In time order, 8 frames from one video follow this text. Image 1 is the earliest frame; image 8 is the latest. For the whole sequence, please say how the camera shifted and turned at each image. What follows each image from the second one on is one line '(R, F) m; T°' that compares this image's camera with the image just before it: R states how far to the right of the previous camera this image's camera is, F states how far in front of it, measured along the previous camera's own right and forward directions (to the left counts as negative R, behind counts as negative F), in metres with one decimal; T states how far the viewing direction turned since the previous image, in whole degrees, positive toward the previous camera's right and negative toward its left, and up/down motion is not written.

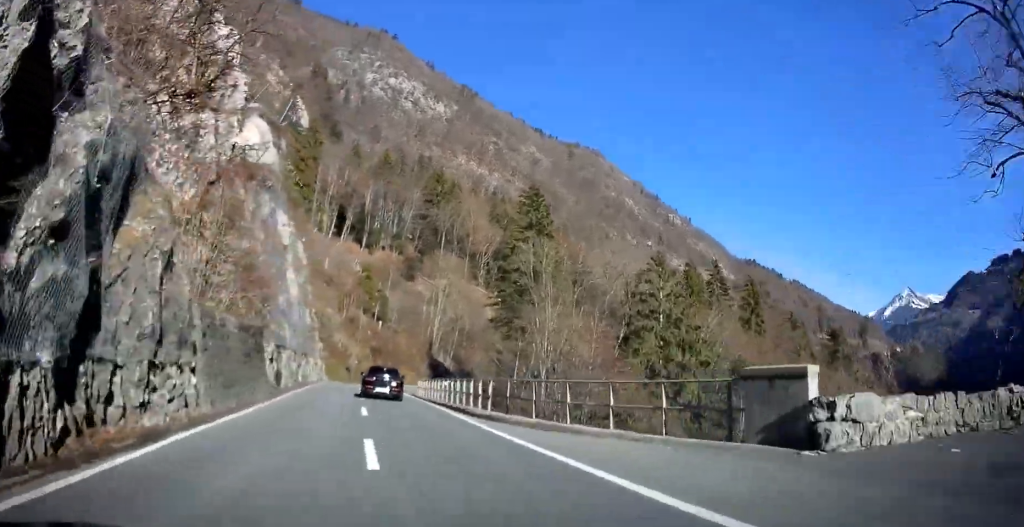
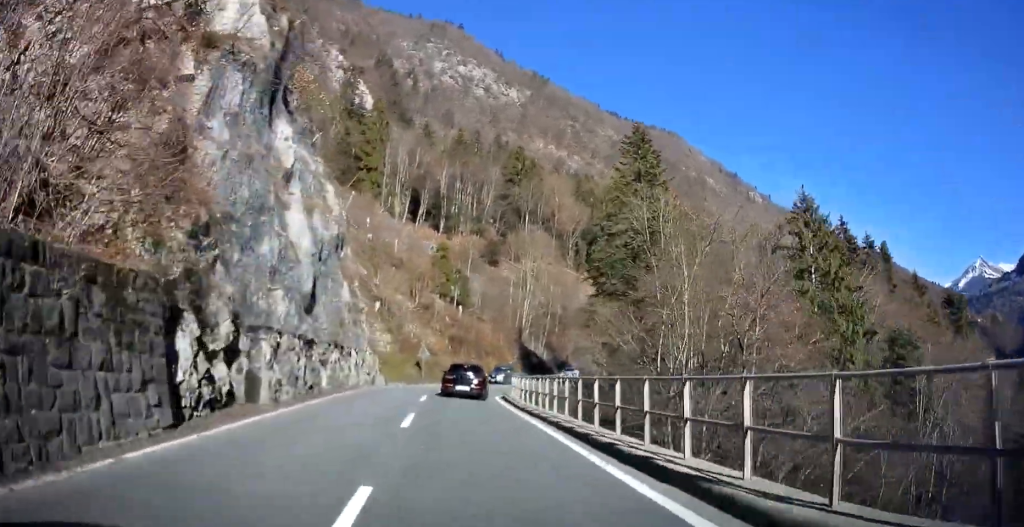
(-1.1, +12.7) m; -7°
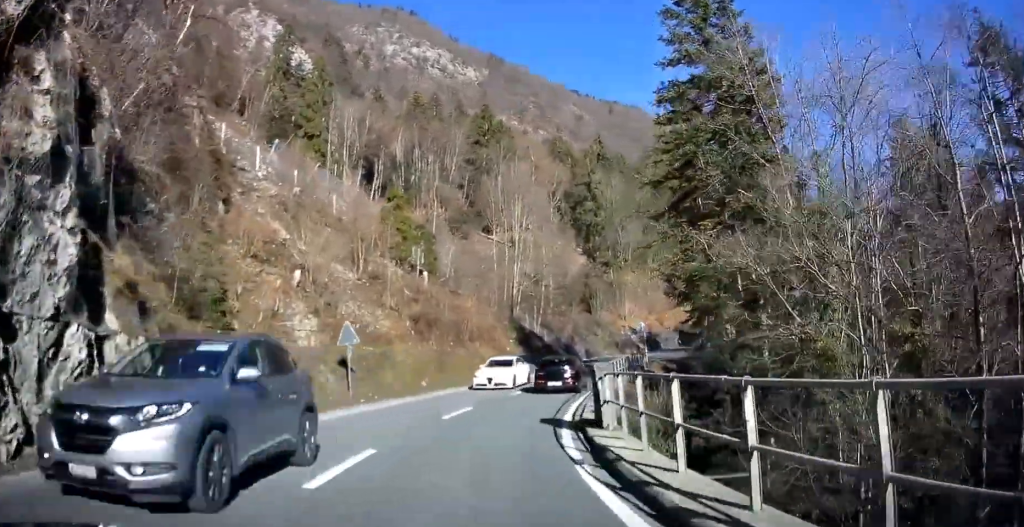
(-0.6, +23.5) m; +2°
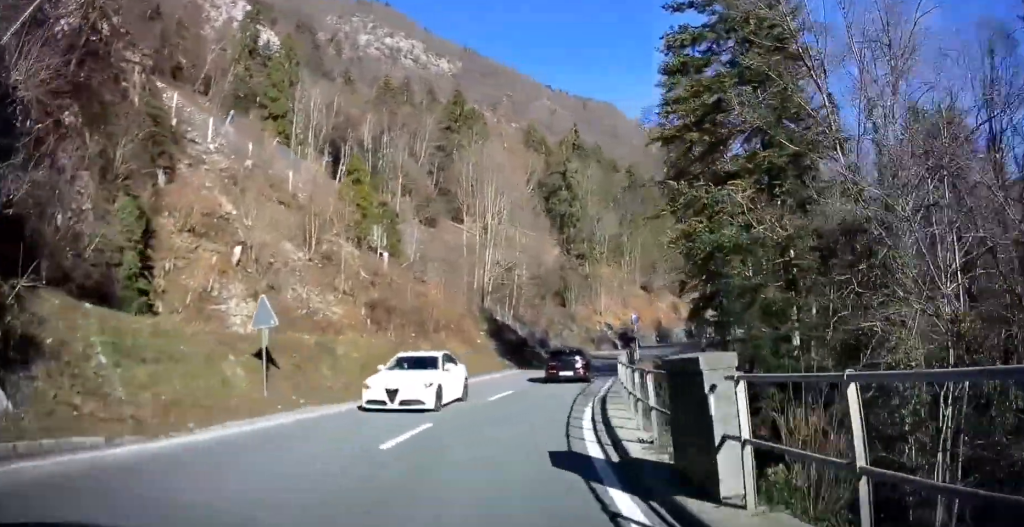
(0.0, +5.9) m; +2°
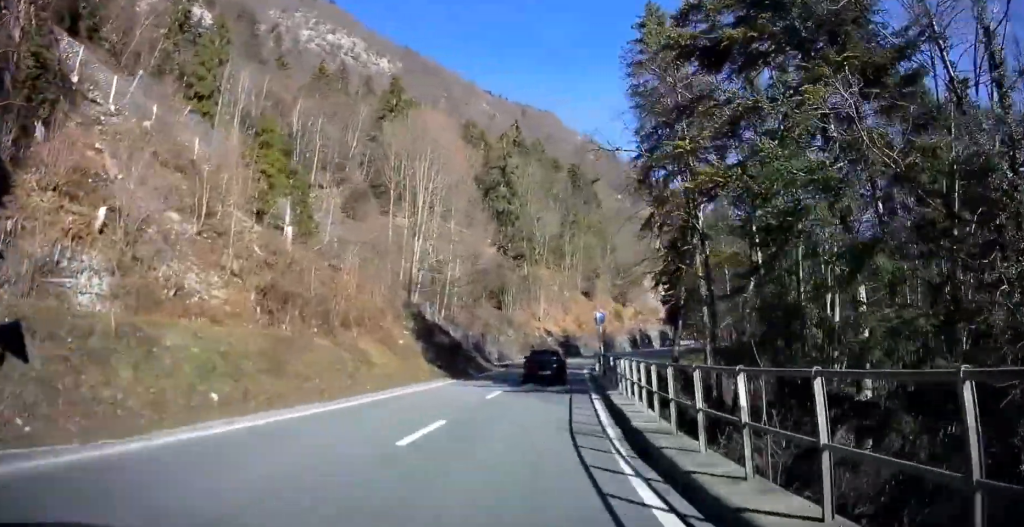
(+0.4, +8.9) m; +4°
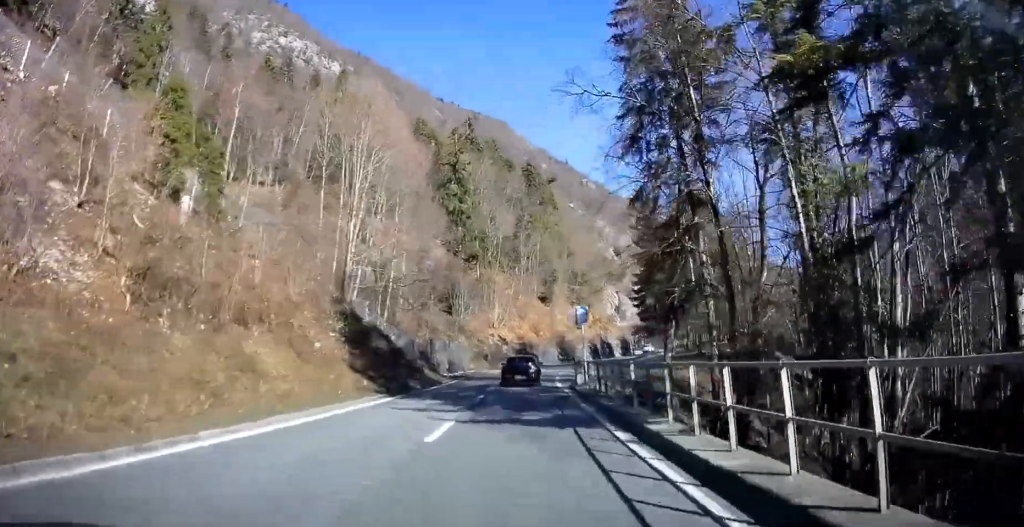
(+0.1, +7.5) m; +3°
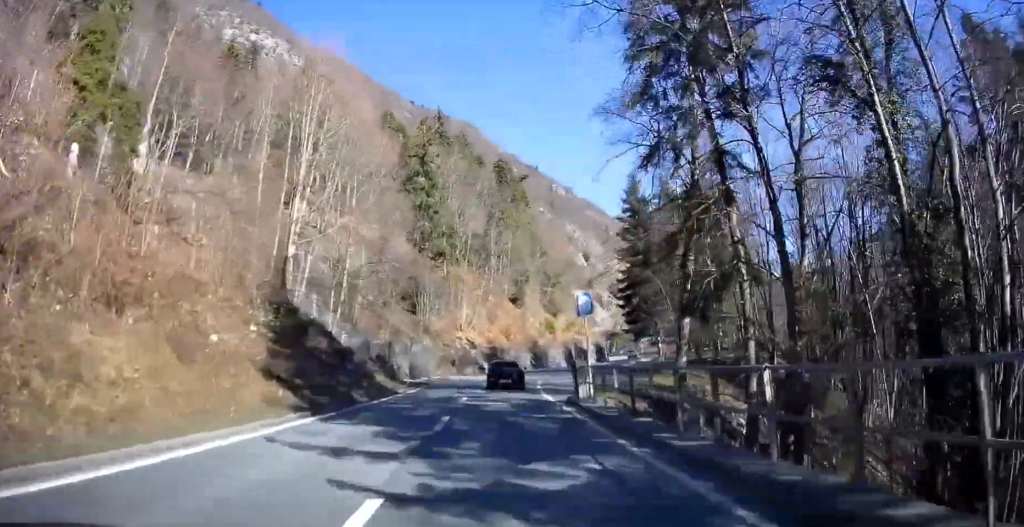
(+0.3, +6.9) m; +2°
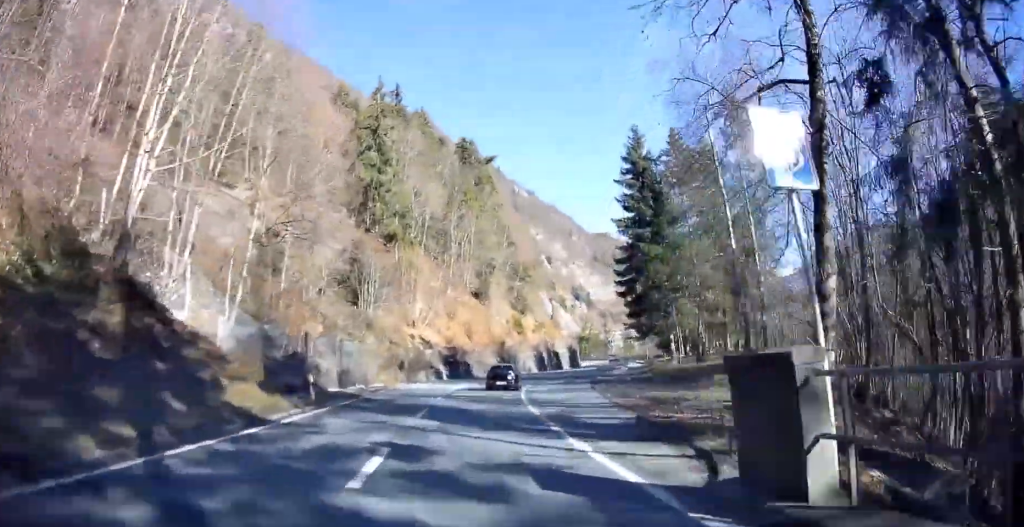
(+0.5, +13.5) m; +5°
